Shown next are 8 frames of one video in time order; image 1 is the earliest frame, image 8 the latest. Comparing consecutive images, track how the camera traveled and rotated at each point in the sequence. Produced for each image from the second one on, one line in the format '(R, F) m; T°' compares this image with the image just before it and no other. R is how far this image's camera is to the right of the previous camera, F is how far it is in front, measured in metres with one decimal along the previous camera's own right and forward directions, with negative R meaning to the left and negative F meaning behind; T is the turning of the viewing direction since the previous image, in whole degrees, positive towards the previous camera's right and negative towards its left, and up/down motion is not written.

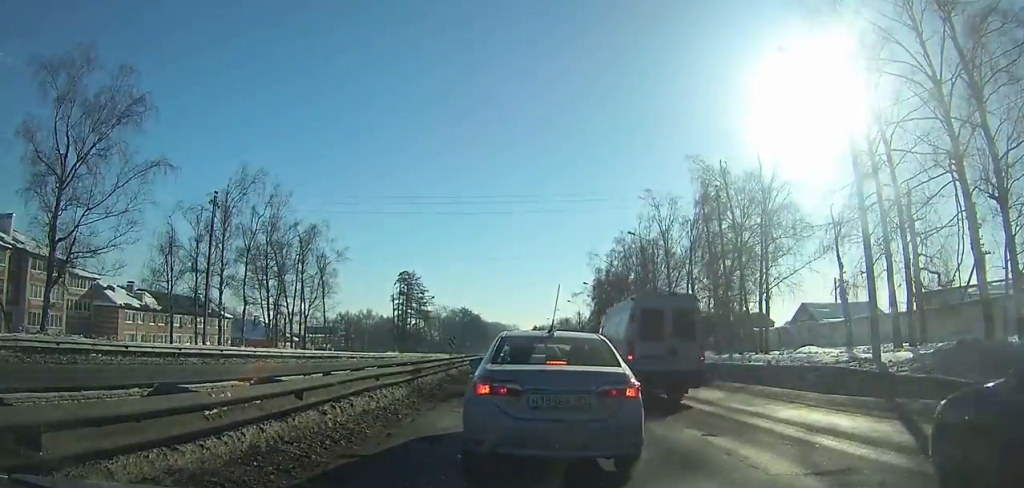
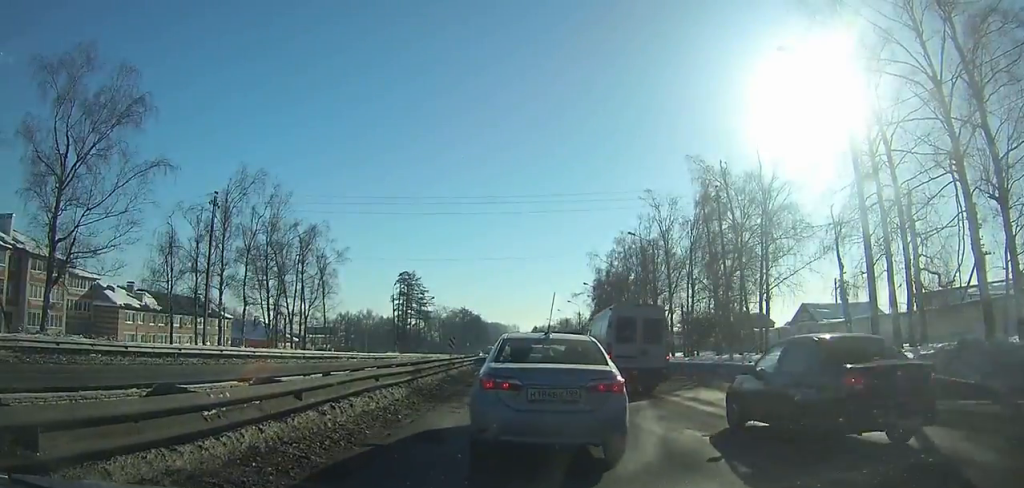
(0.0, +1.3) m; -1°
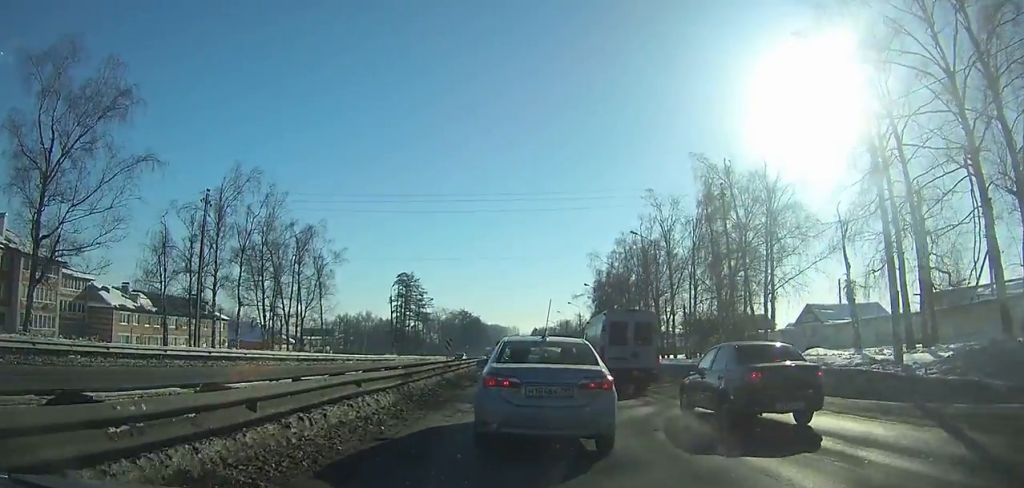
(0.0, +2.0) m; 0°
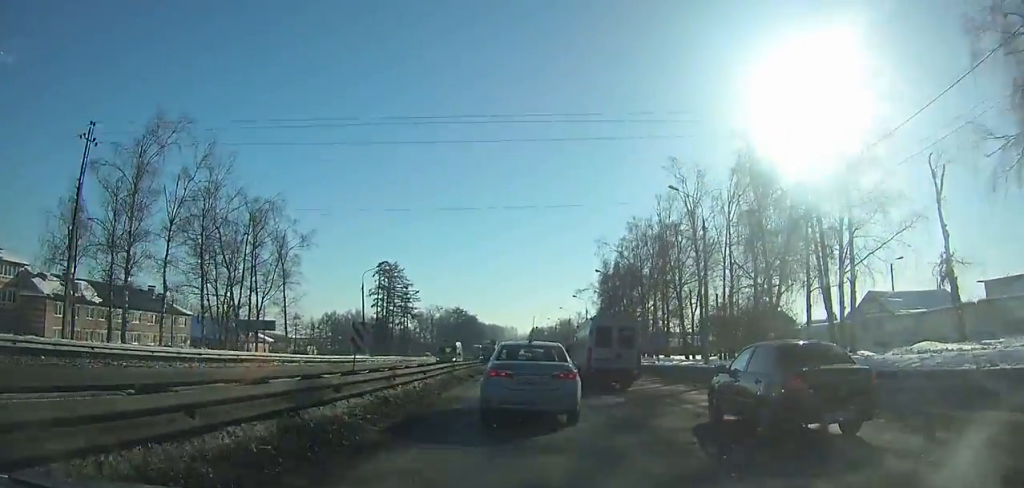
(-0.2, +16.8) m; -1°
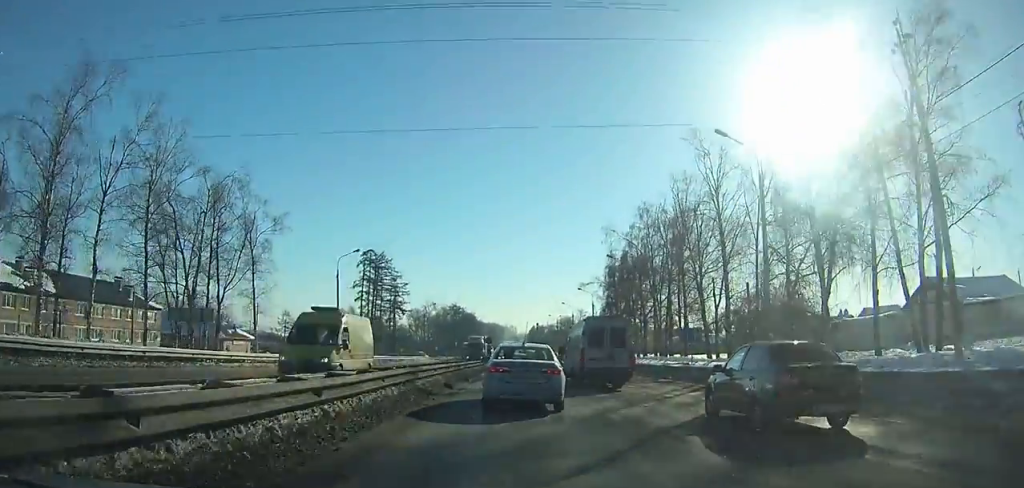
(0.0, +8.9) m; 0°
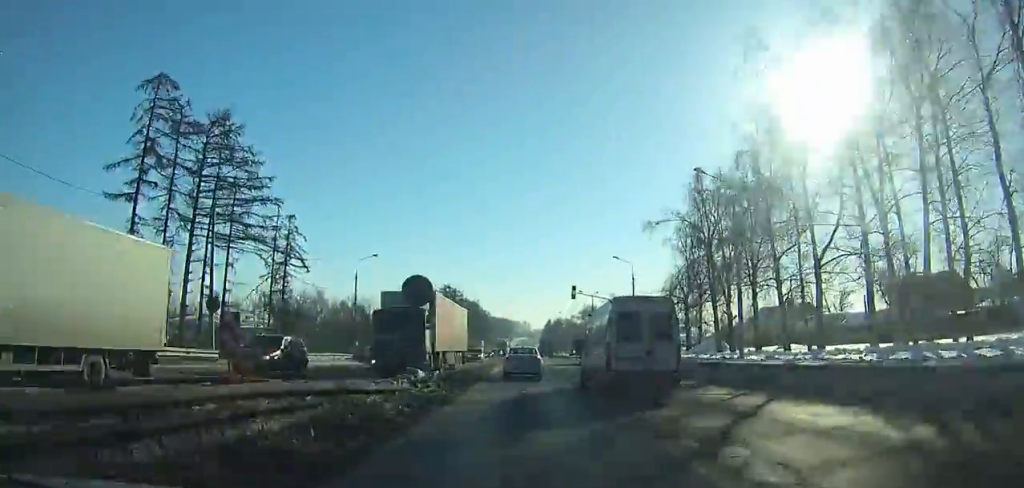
(-0.2, +59.0) m; 0°
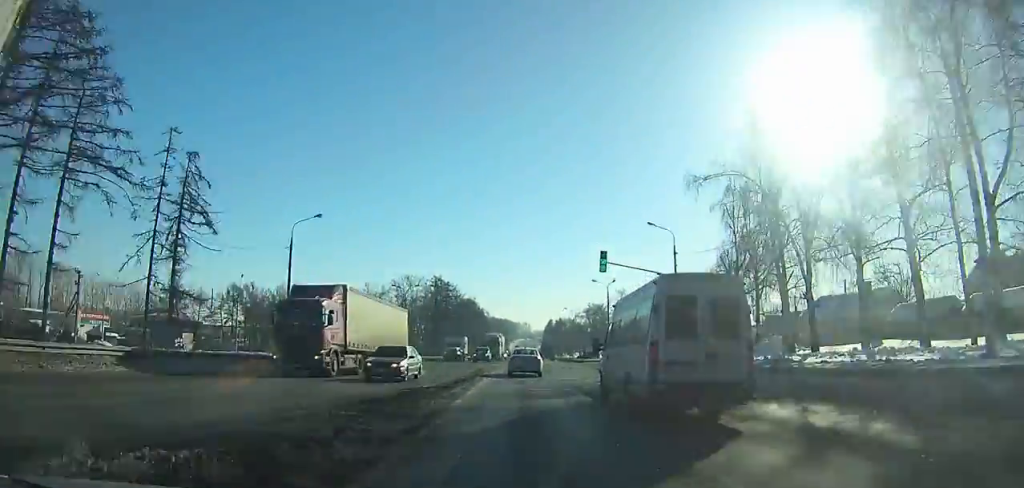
(+0.1, +19.7) m; 0°
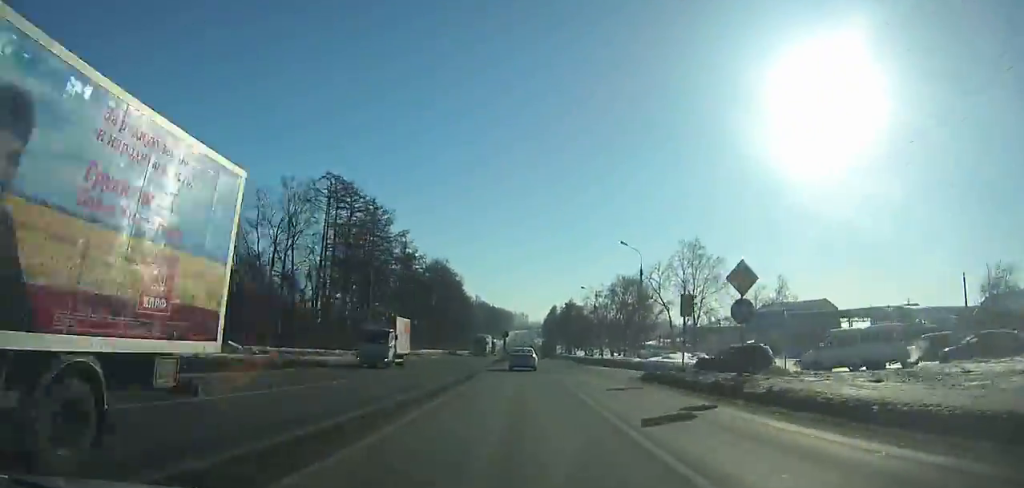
(0.0, +79.0) m; +1°
